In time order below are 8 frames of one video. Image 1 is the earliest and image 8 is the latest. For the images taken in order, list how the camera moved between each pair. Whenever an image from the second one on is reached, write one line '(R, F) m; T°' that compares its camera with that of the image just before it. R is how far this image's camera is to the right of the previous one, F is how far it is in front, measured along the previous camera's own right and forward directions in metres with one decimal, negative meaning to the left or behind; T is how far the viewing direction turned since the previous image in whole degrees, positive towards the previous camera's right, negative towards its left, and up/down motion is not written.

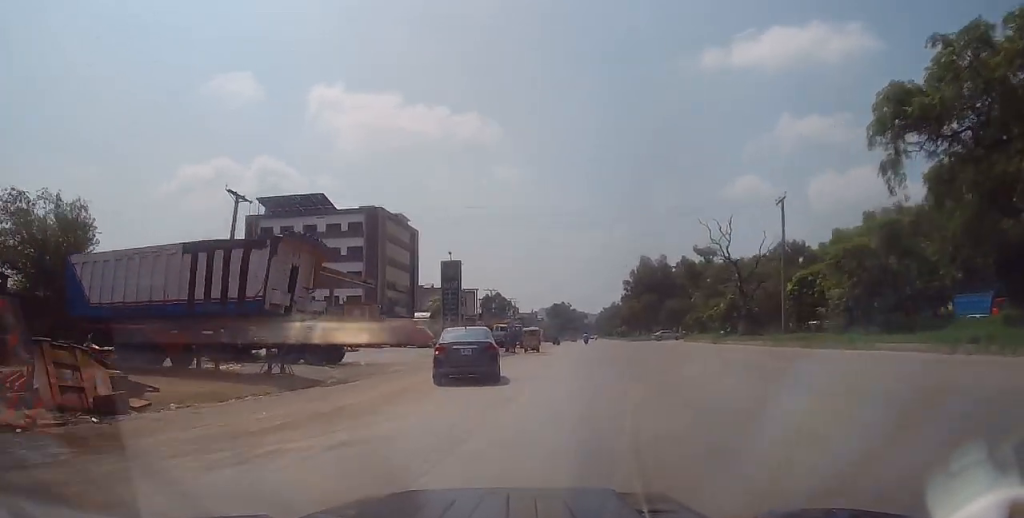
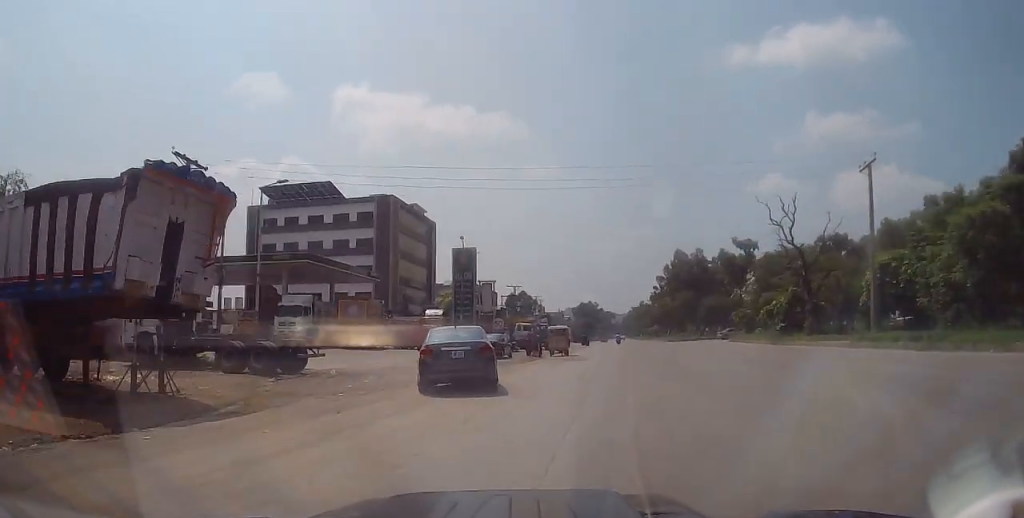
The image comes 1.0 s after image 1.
(-0.2, +8.1) m; -3°
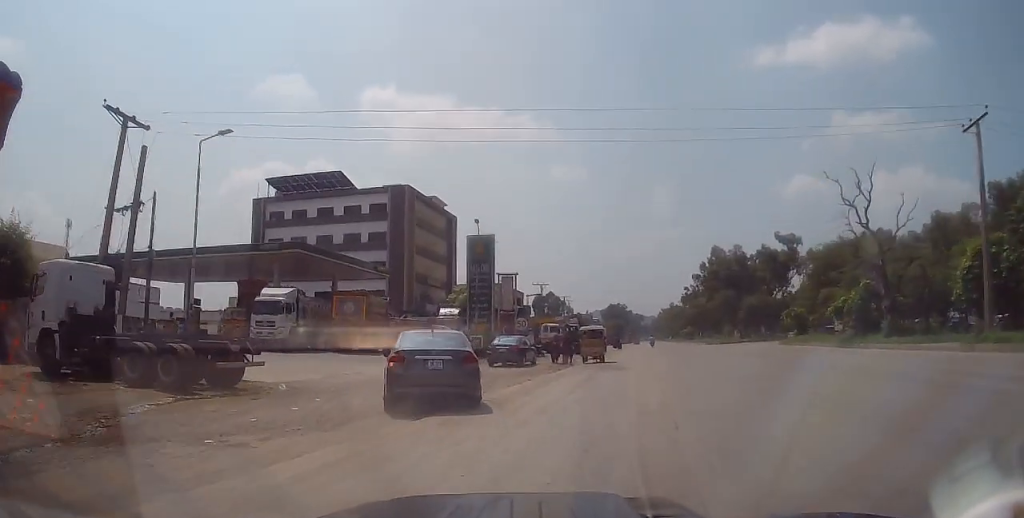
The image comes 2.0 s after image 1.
(-0.1, +7.0) m; -3°
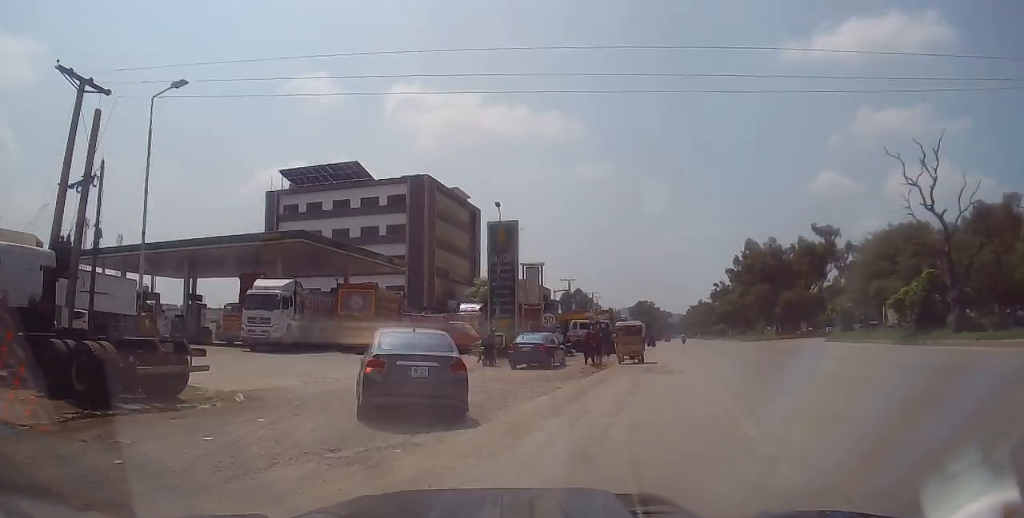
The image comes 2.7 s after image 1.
(-0.1, +4.0) m; -5°
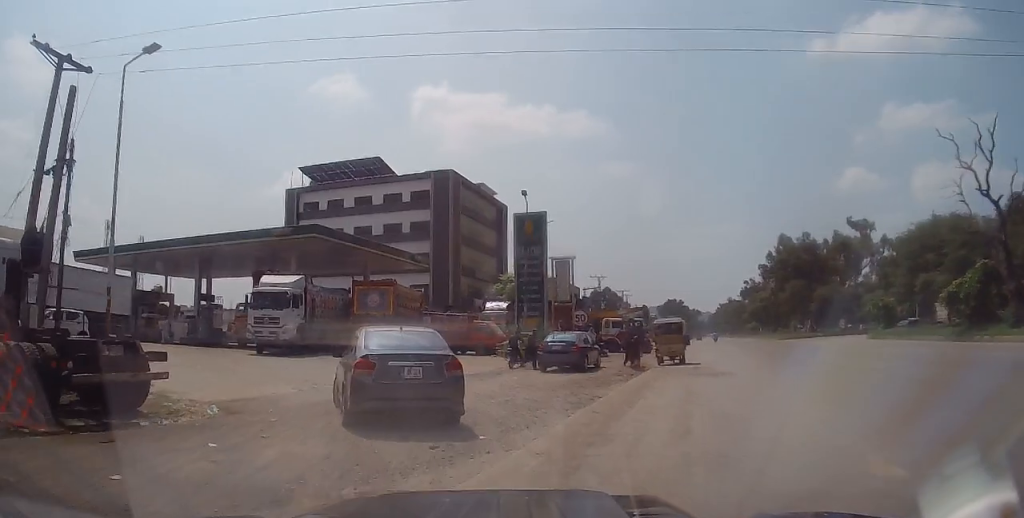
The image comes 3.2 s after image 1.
(0.0, +2.4) m; -6°
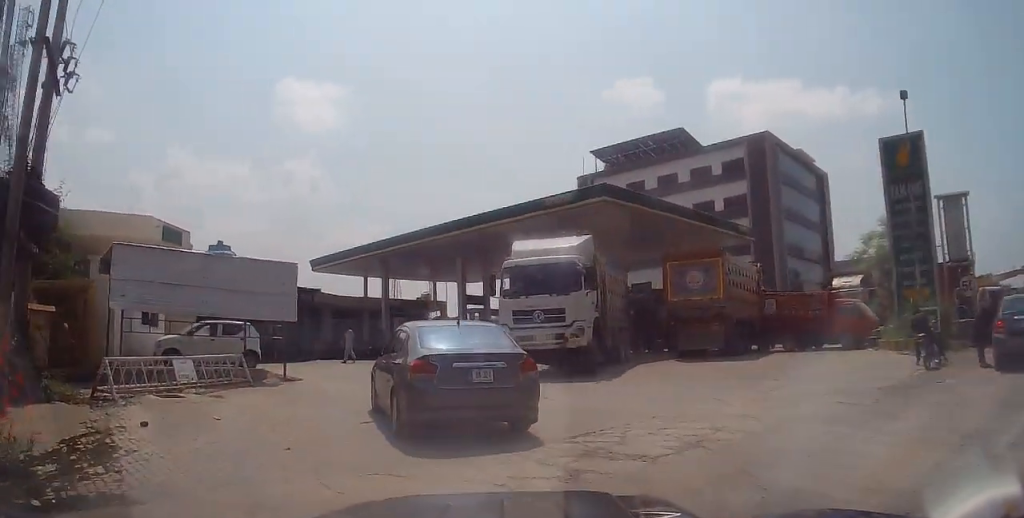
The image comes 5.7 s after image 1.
(-2.0, +10.3) m; -21°
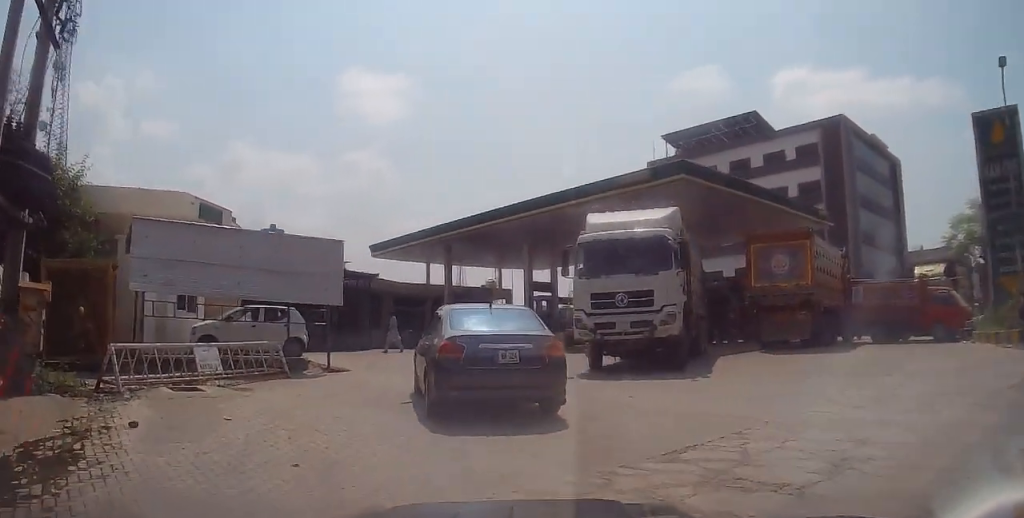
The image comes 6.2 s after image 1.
(0.0, +1.8) m; -7°
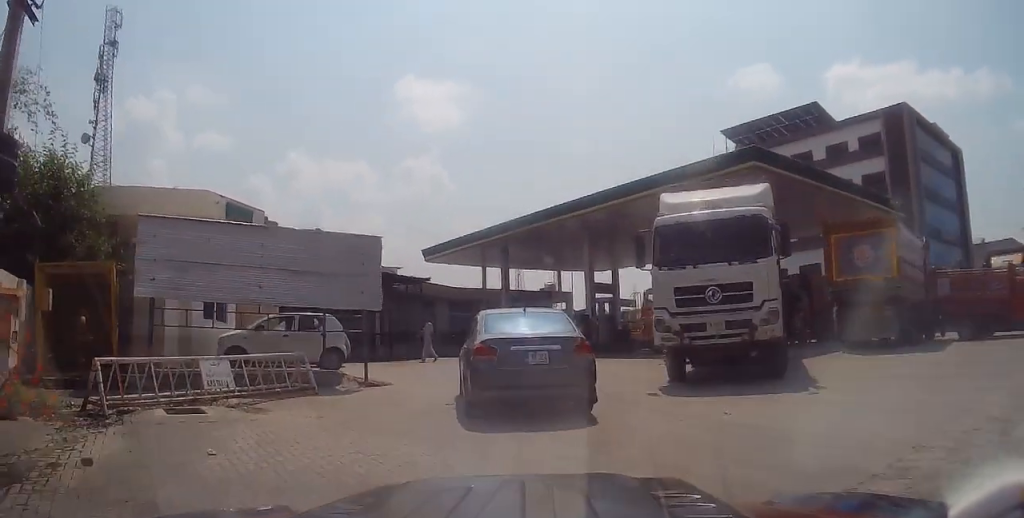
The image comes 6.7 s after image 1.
(-0.2, +1.7) m; -2°
